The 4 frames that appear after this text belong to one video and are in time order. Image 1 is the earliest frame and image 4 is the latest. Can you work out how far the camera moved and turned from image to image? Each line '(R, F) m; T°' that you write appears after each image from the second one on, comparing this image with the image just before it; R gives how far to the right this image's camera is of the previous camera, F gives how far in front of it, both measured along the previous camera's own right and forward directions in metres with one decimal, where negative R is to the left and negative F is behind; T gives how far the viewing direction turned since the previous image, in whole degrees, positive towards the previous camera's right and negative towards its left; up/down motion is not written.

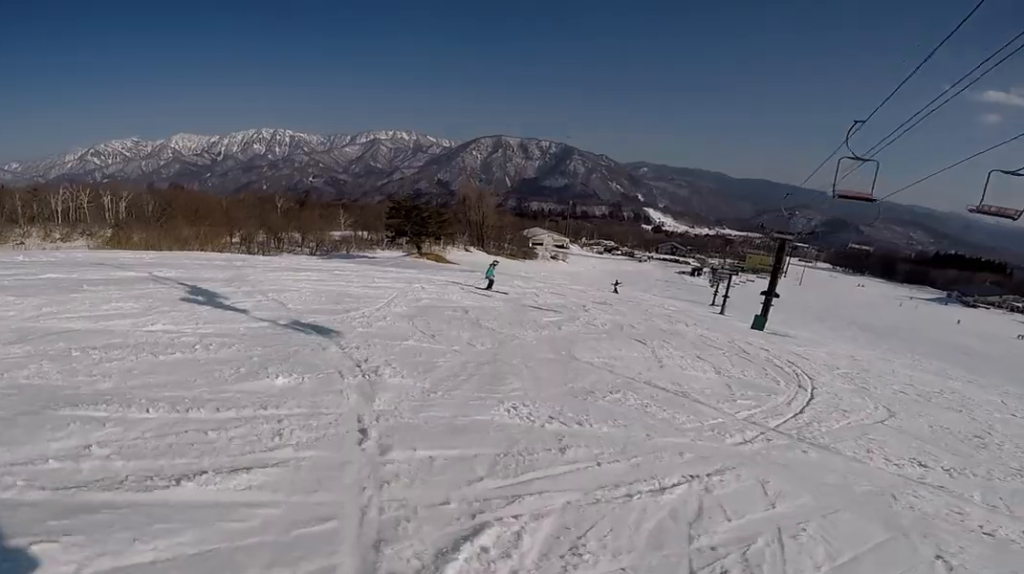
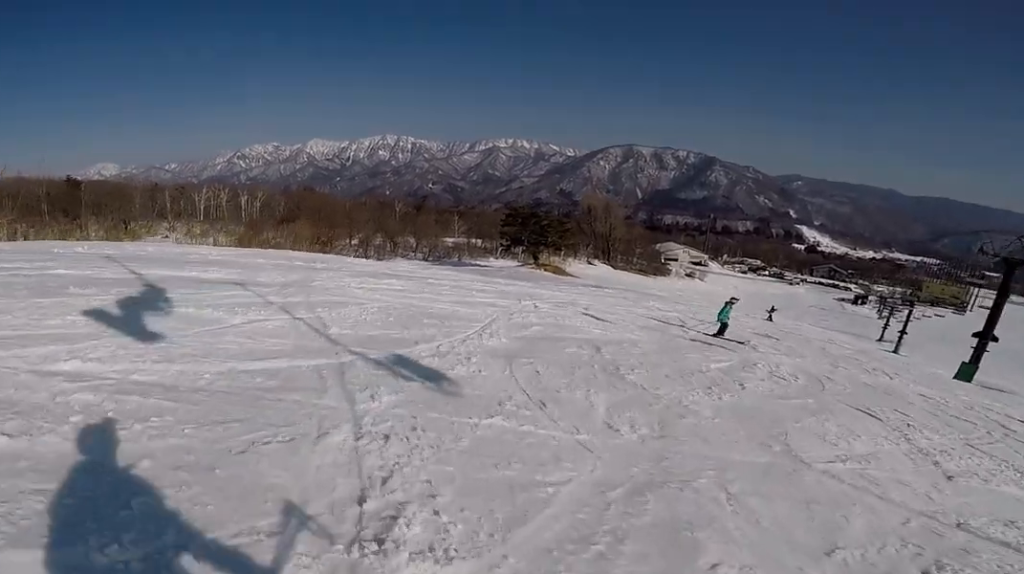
(-0.2, +2.5) m; -9°
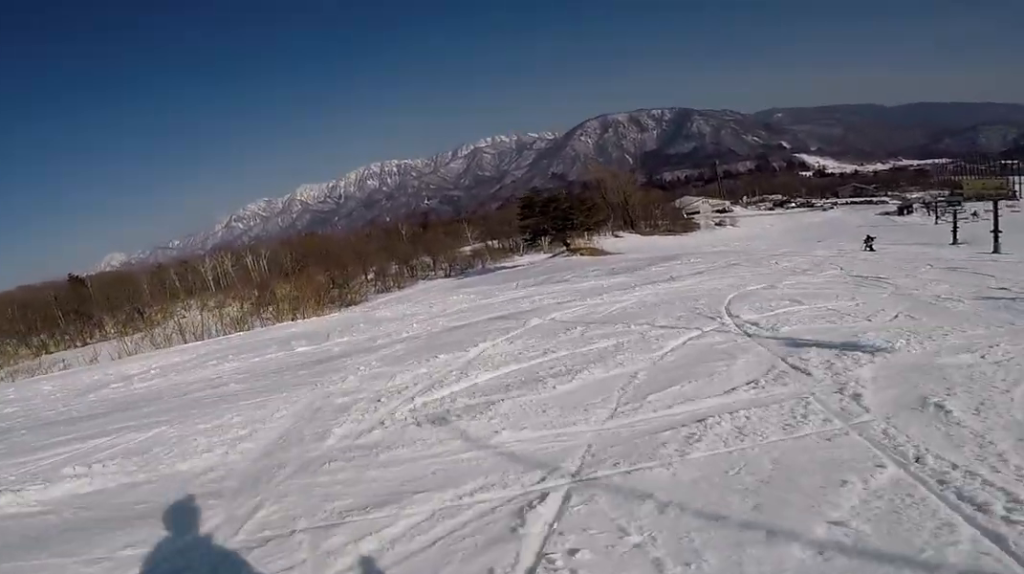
(-0.5, +6.2) m; +1°
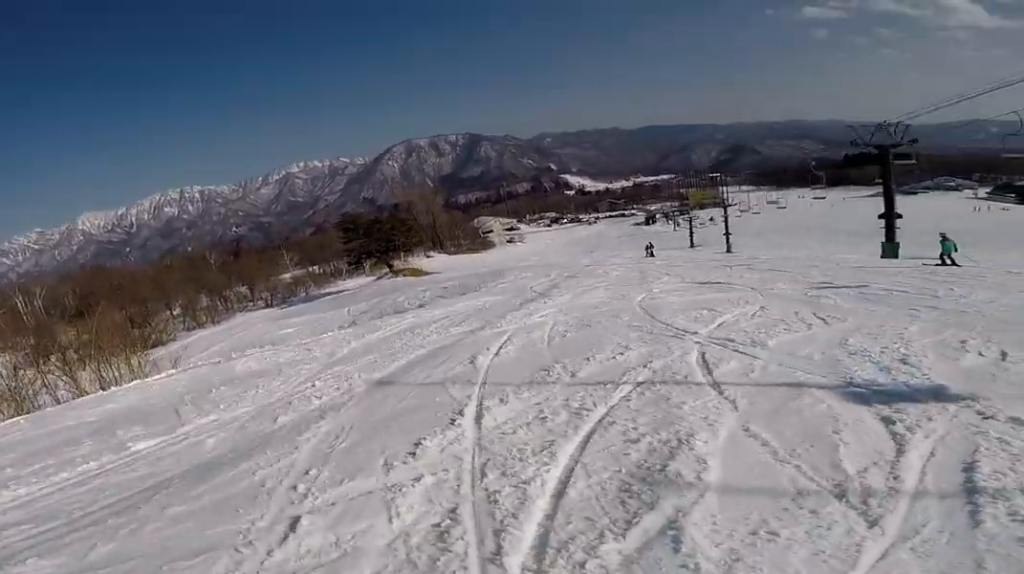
(+0.2, +3.0) m; +13°
